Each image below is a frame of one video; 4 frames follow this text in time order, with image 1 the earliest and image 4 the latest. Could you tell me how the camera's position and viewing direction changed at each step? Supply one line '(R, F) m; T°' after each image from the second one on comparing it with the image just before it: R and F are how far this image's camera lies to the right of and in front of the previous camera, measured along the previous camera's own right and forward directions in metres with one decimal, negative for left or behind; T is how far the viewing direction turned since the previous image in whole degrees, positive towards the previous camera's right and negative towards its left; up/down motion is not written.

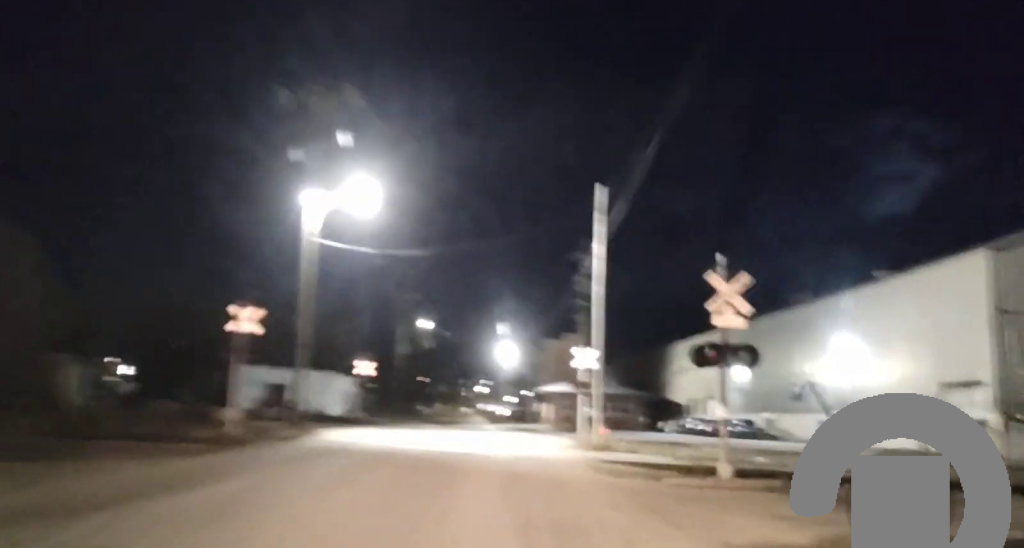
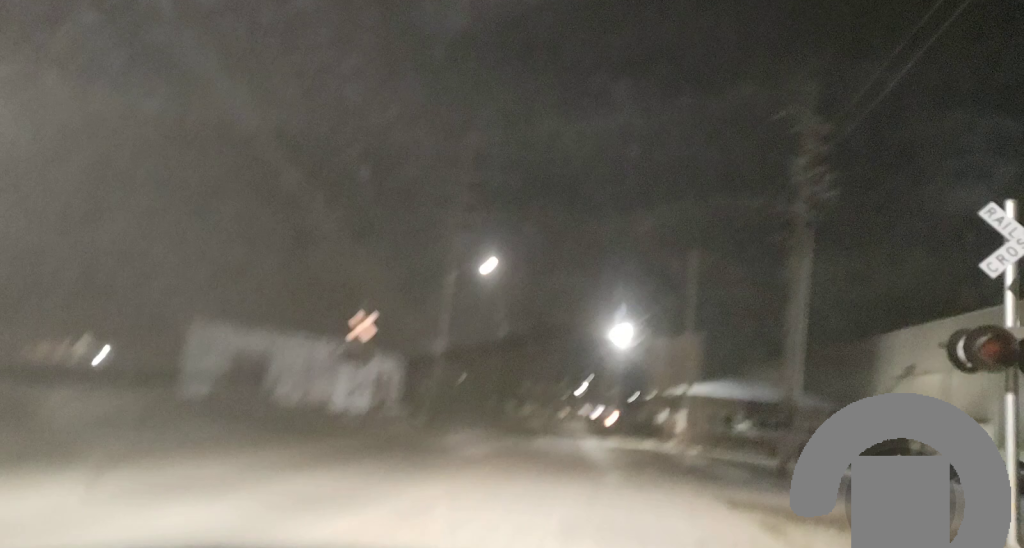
(-1.2, +33.3) m; -3°
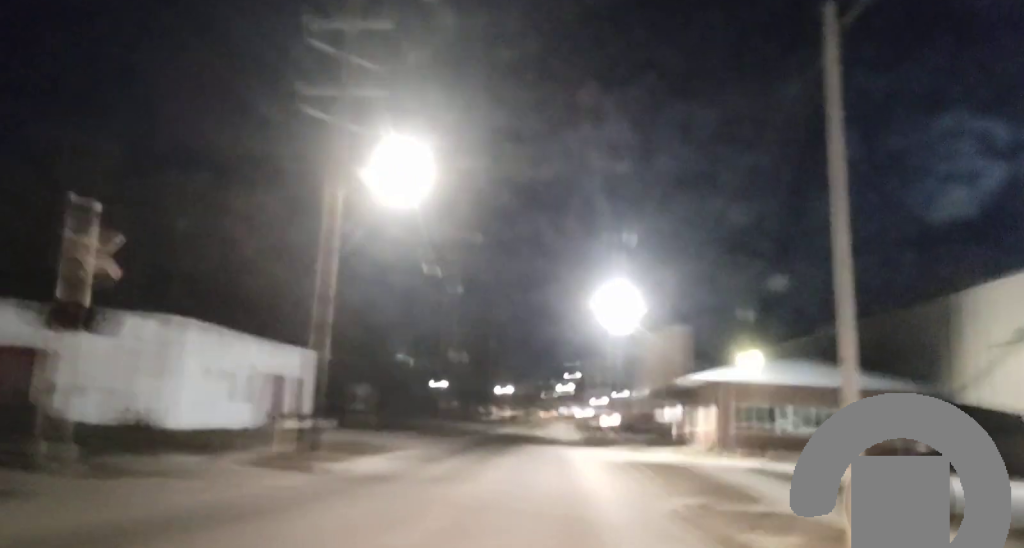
(-0.2, +21.3) m; -1°
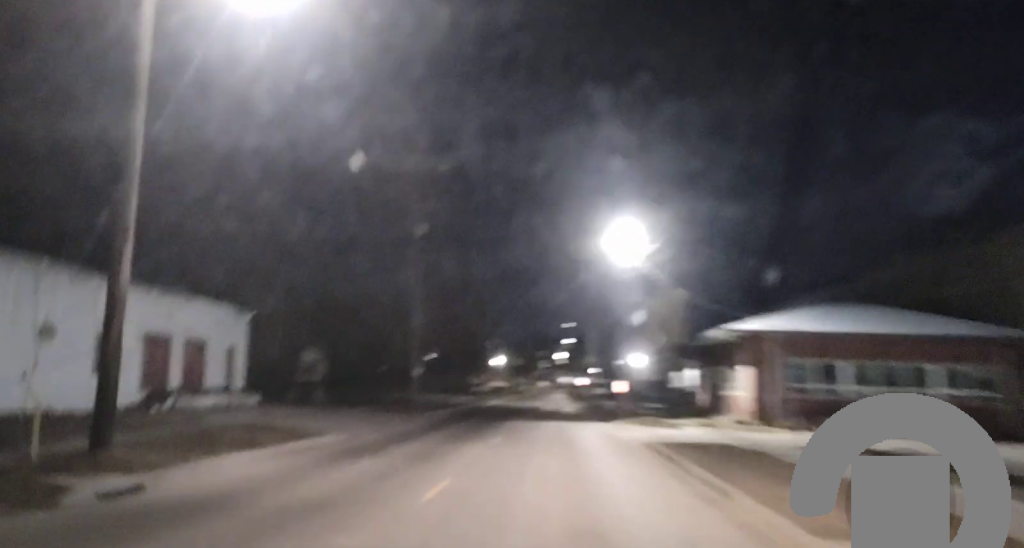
(+0.1, +11.9) m; +2°
